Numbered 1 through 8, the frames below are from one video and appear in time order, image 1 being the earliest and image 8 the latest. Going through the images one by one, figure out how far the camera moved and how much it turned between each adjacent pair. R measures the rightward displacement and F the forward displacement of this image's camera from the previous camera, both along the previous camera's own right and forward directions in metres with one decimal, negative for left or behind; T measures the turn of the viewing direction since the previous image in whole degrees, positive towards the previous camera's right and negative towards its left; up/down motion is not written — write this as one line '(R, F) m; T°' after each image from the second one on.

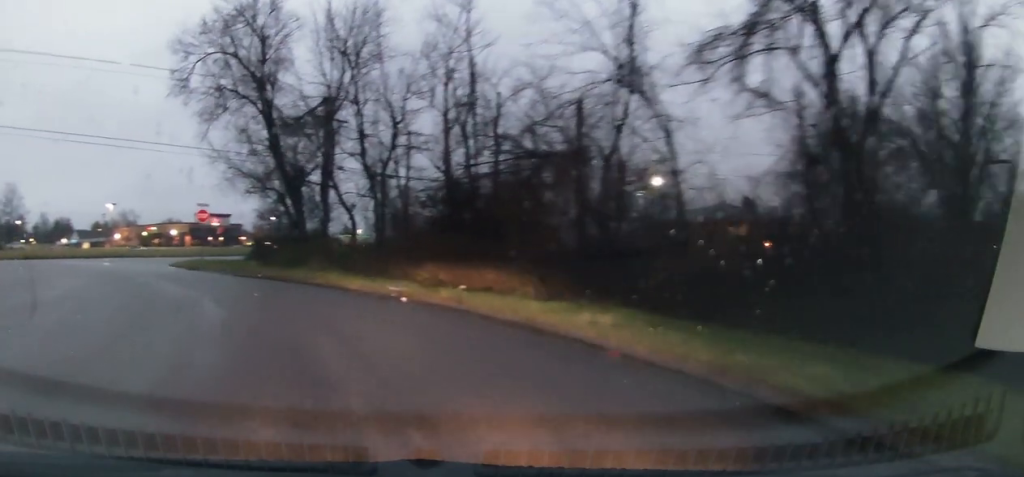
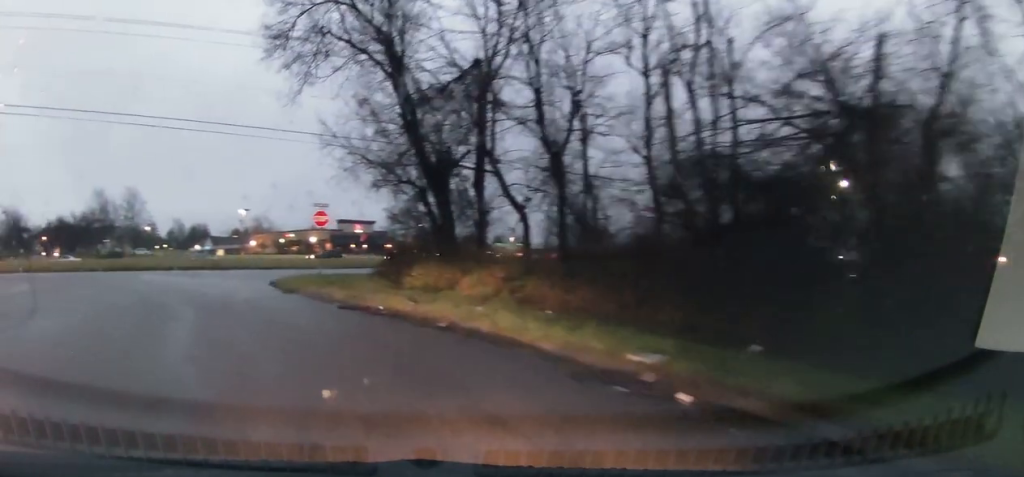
(-1.0, +9.2) m; -12°
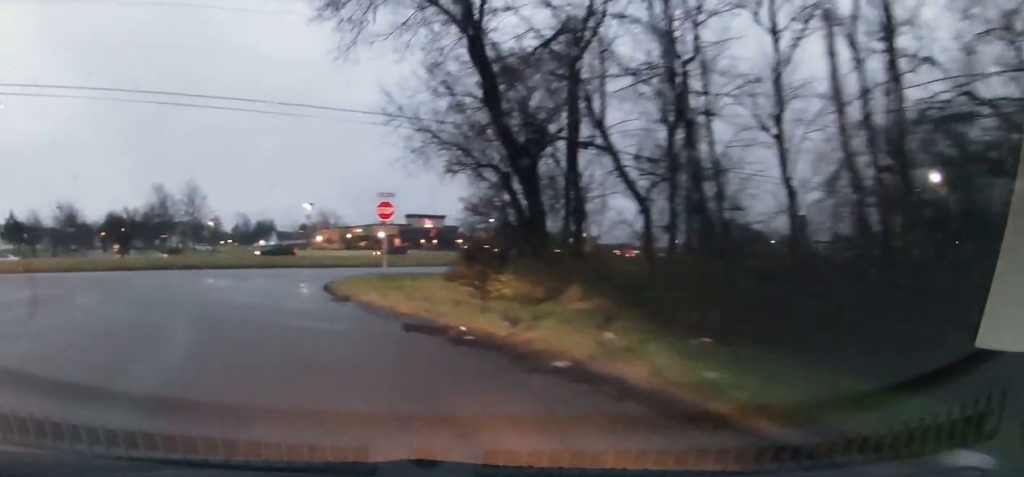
(-0.2, +4.6) m; -6°
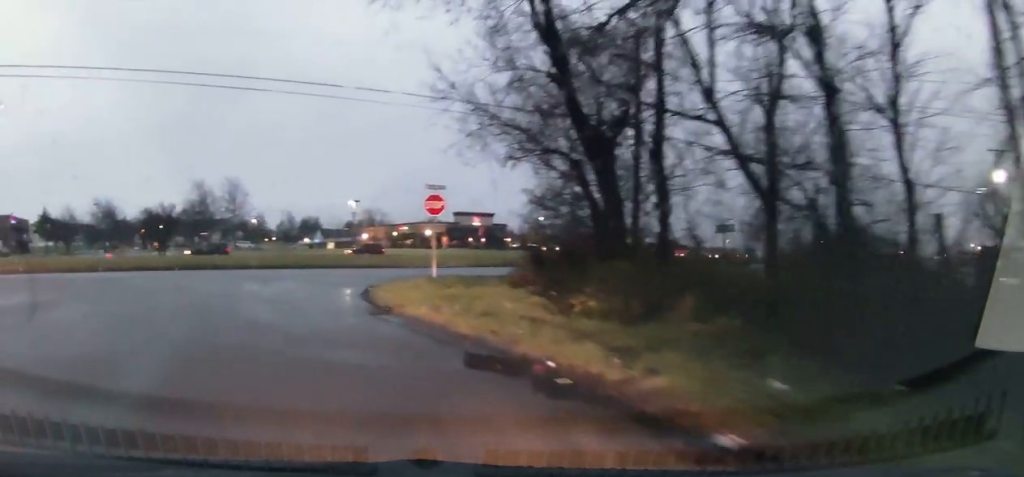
(-0.2, +3.6) m; -6°
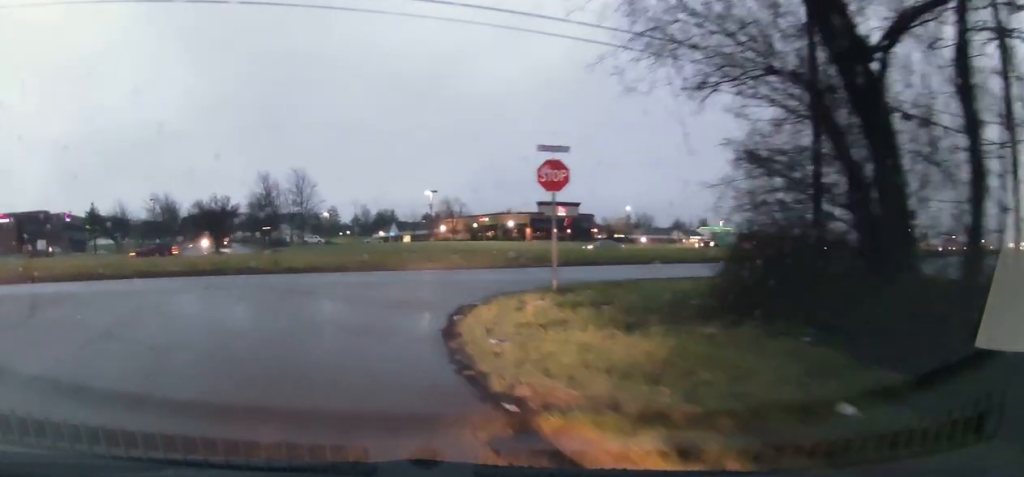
(-1.1, +9.6) m; -10°
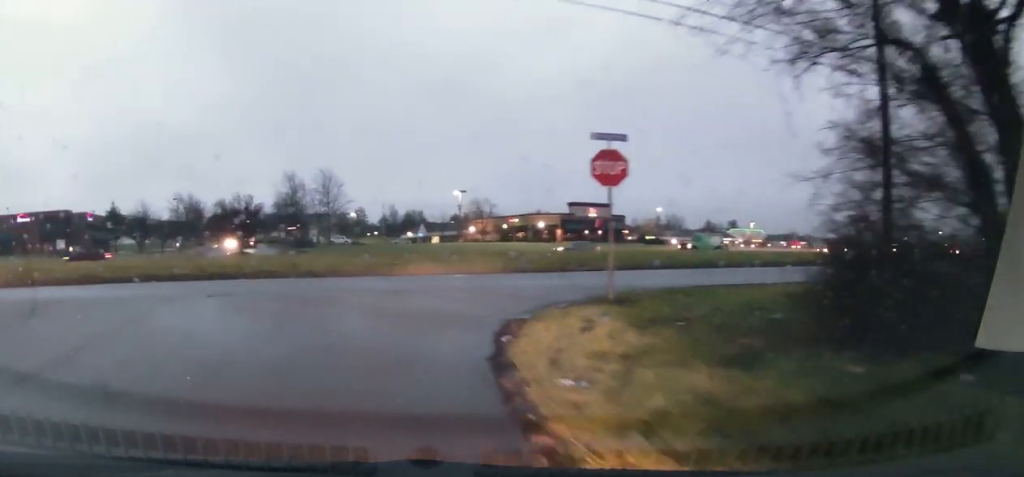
(0.0, +2.5) m; -2°
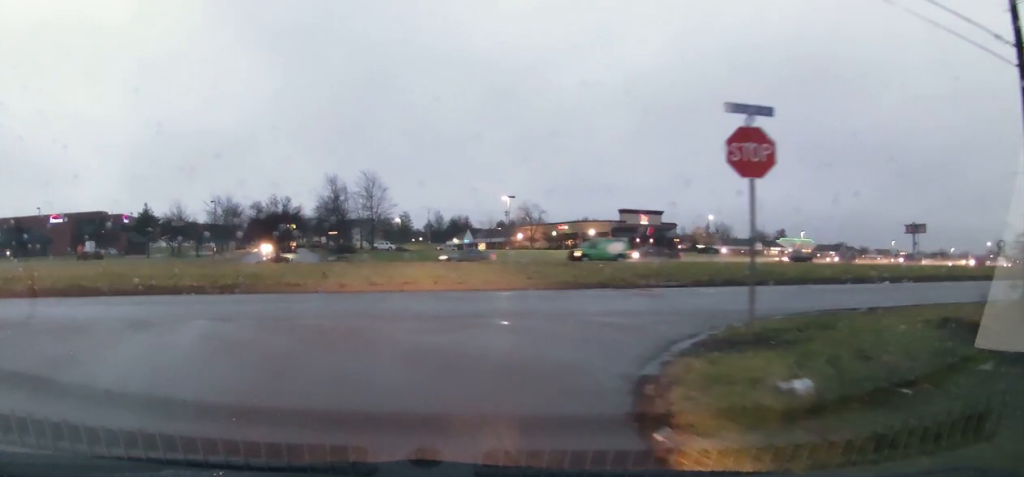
(-0.2, +5.1) m; -7°
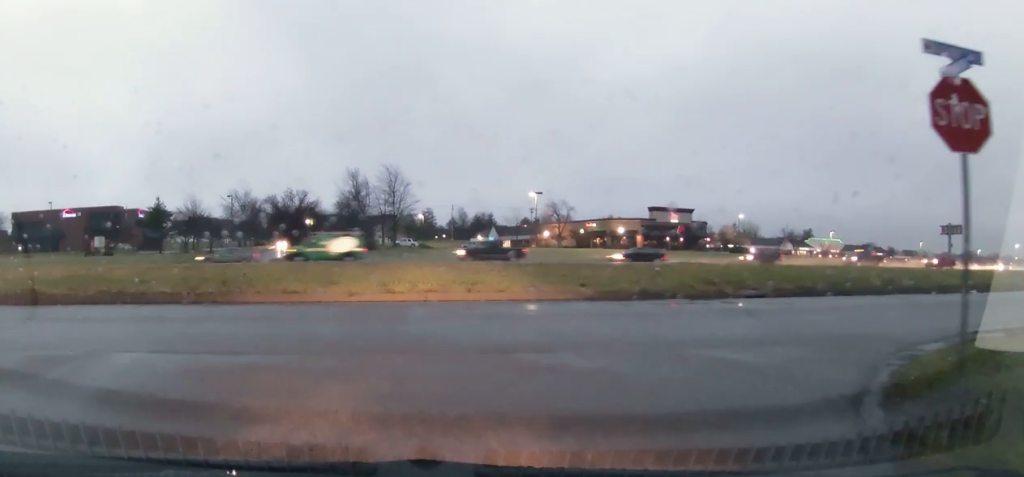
(-0.5, +5.4) m; -9°
